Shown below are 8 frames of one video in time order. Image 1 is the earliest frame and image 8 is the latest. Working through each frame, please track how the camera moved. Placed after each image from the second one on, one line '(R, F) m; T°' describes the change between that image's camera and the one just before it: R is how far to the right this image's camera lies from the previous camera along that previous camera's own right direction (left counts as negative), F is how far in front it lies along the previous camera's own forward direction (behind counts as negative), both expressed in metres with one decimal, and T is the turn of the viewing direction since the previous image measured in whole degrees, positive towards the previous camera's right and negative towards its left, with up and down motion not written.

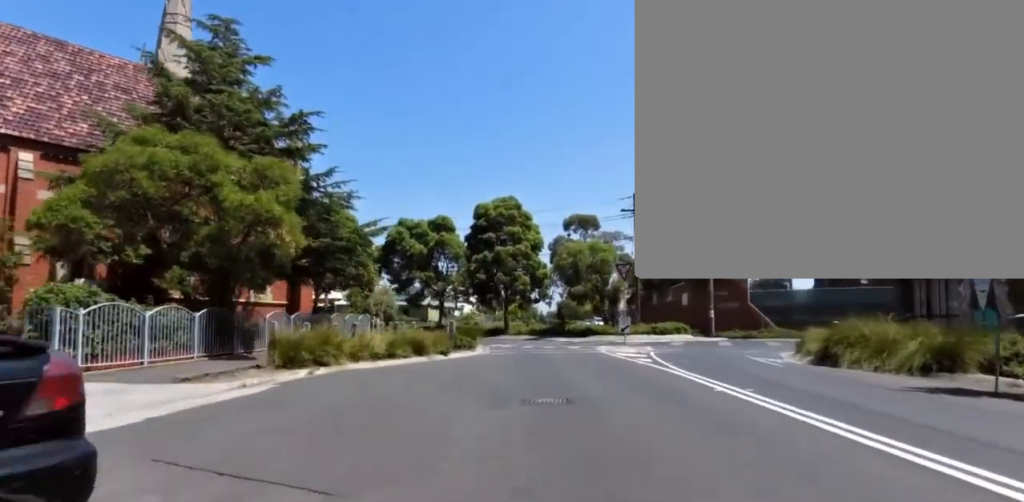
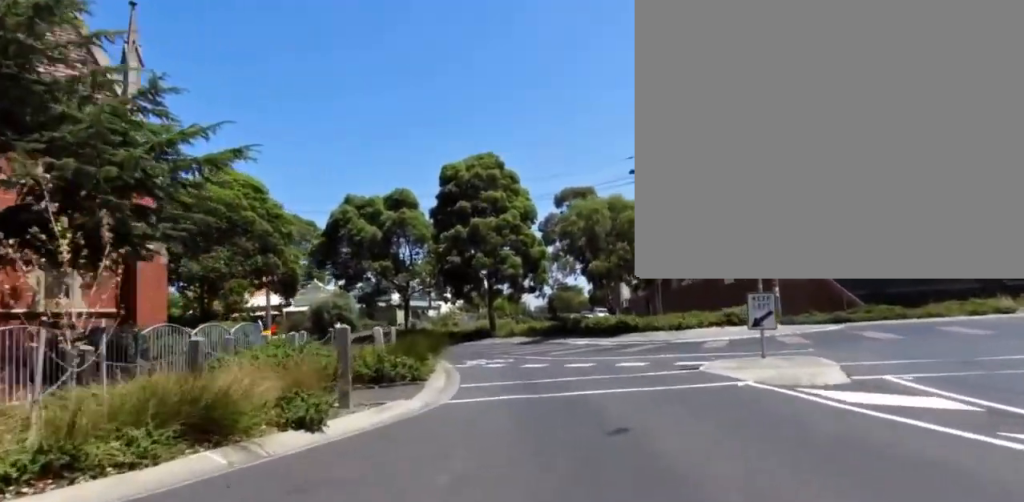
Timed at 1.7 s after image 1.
(-1.8, +12.7) m; -4°
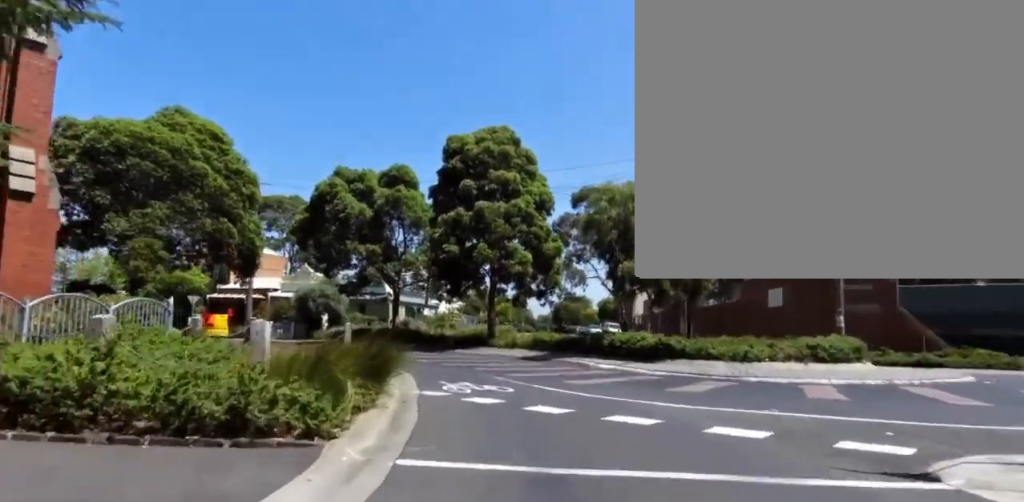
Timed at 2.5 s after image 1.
(+1.1, +5.8) m; +10°
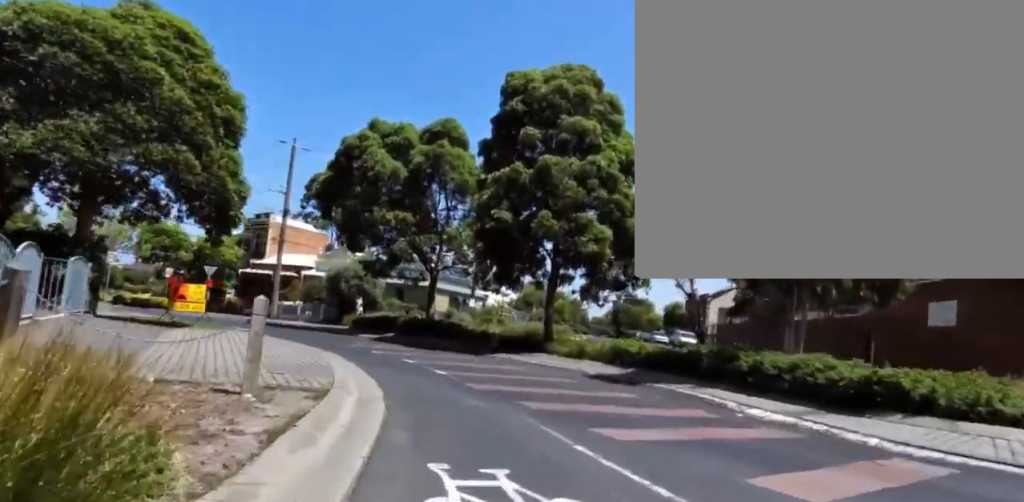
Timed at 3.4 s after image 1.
(+0.2, +7.8) m; -10°
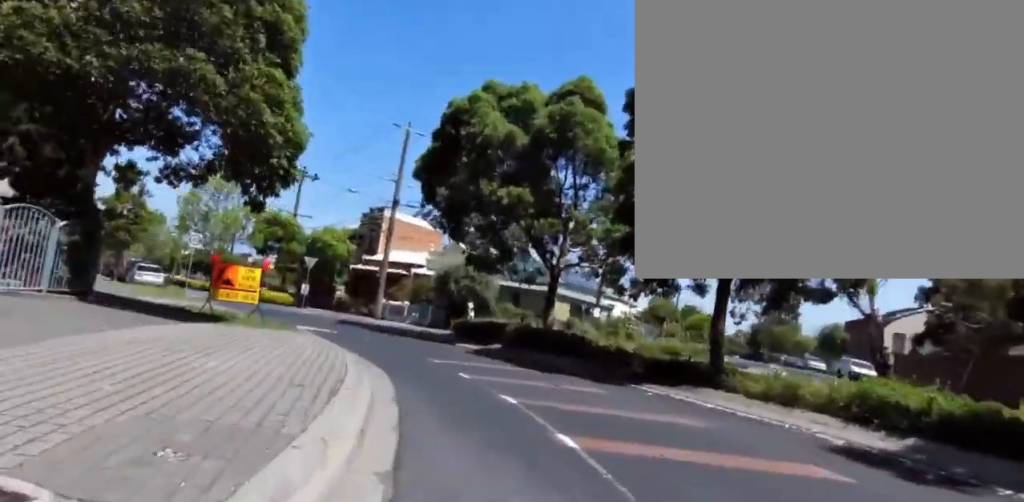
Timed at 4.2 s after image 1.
(-1.2, +5.9) m; -17°
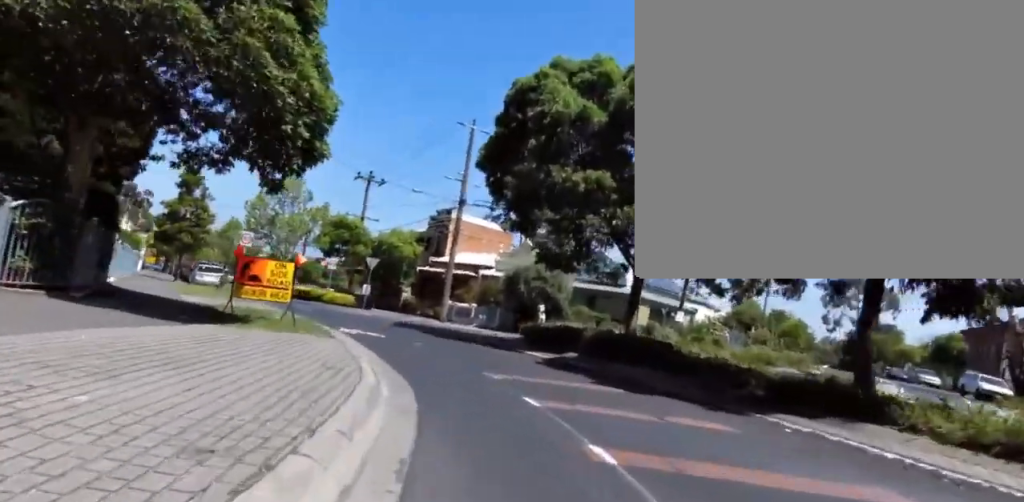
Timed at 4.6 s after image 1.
(-0.1, +3.0) m; -8°
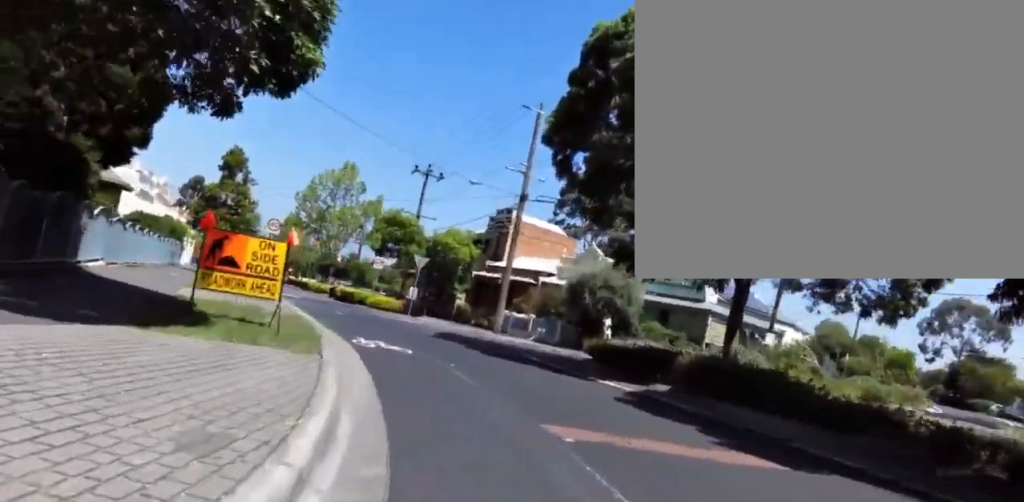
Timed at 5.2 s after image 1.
(-0.5, +3.9) m; -7°
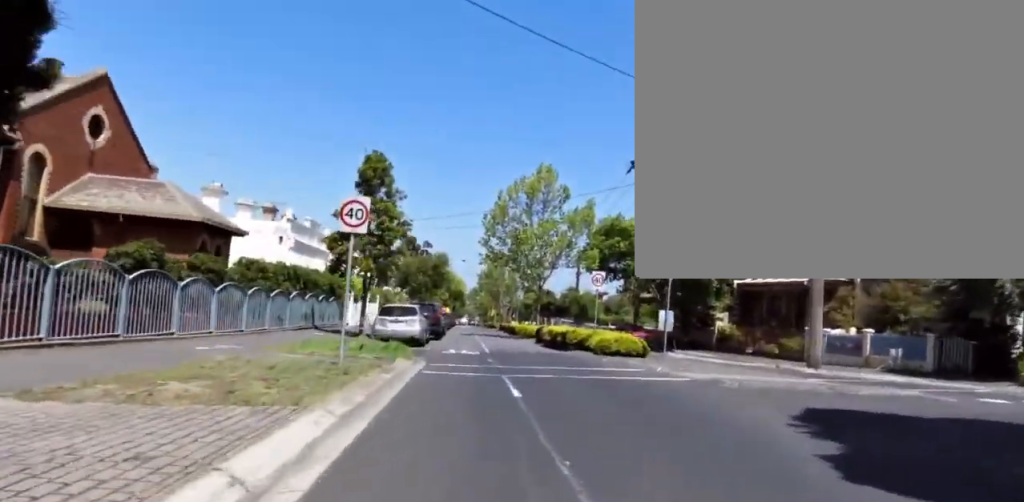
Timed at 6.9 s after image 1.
(-2.4, +13.9) m; -17°
